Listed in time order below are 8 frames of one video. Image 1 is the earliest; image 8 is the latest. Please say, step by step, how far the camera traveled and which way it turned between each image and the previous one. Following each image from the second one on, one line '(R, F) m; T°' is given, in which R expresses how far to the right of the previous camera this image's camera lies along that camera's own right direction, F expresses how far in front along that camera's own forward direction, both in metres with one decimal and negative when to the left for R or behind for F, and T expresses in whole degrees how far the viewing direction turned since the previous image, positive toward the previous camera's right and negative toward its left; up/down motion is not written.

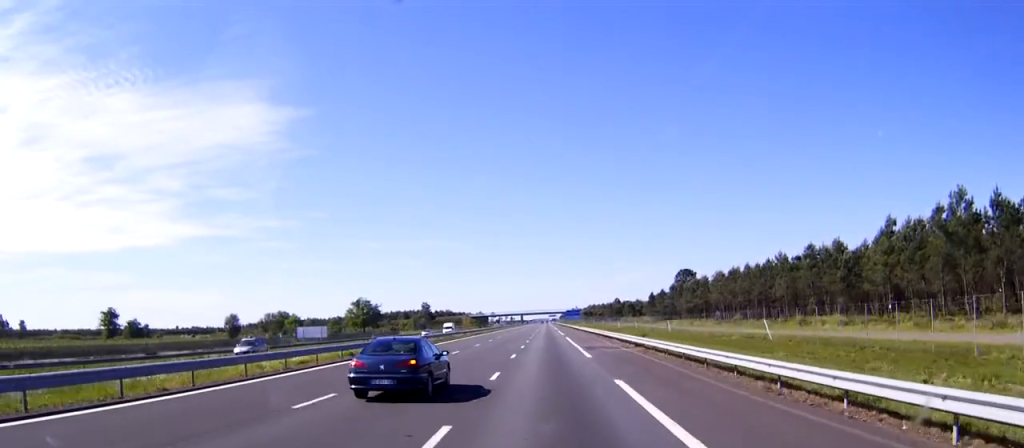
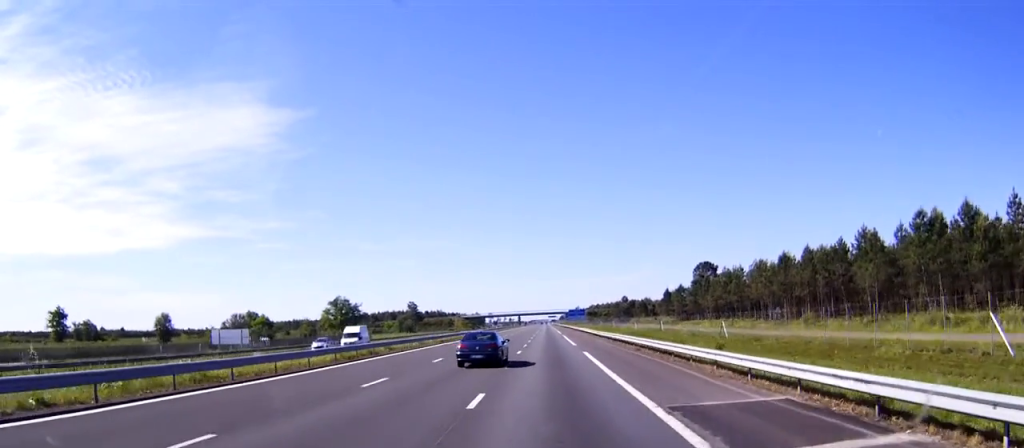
(0.0, +33.2) m; 0°
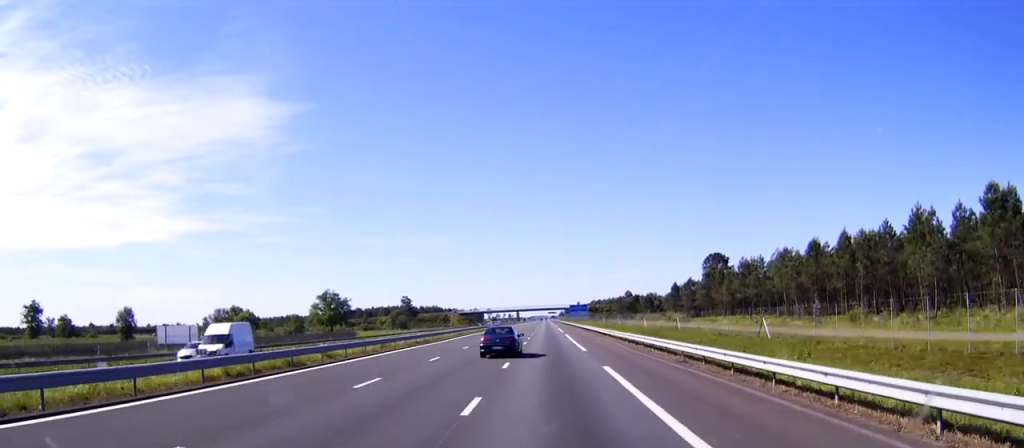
(0.0, +14.2) m; 0°
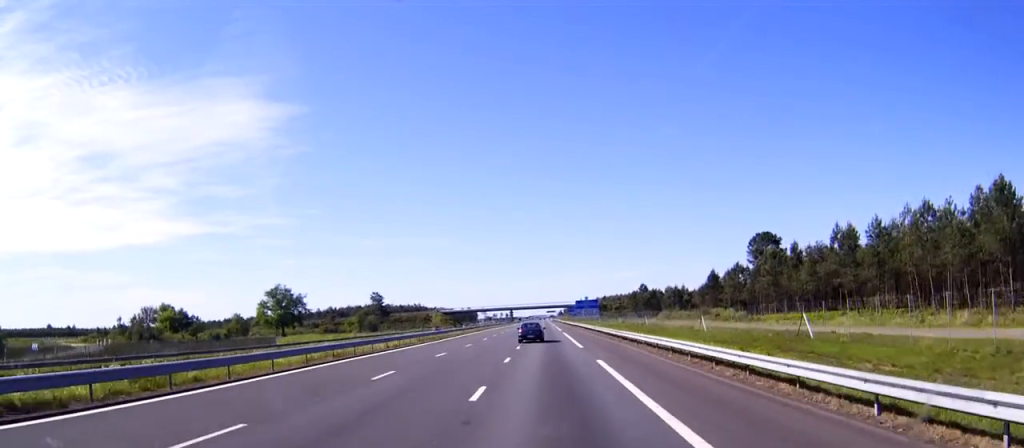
(+0.1, +50.0) m; 0°
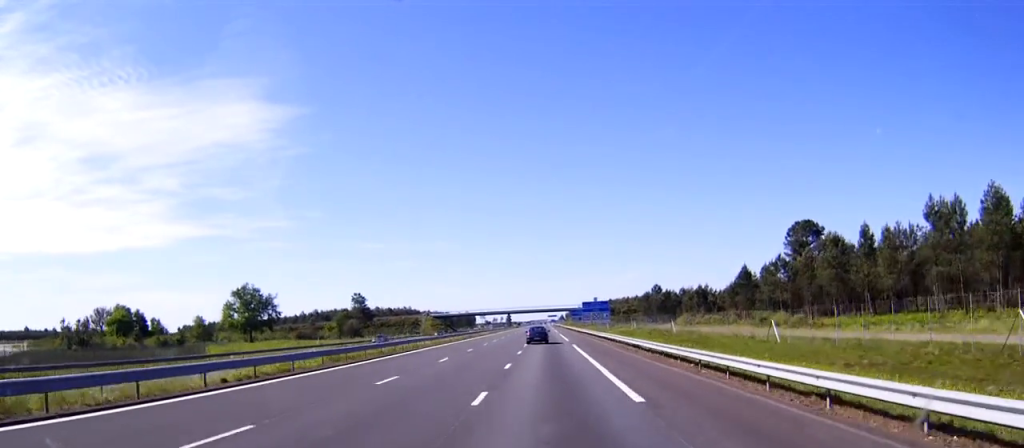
(0.0, +25.9) m; 0°
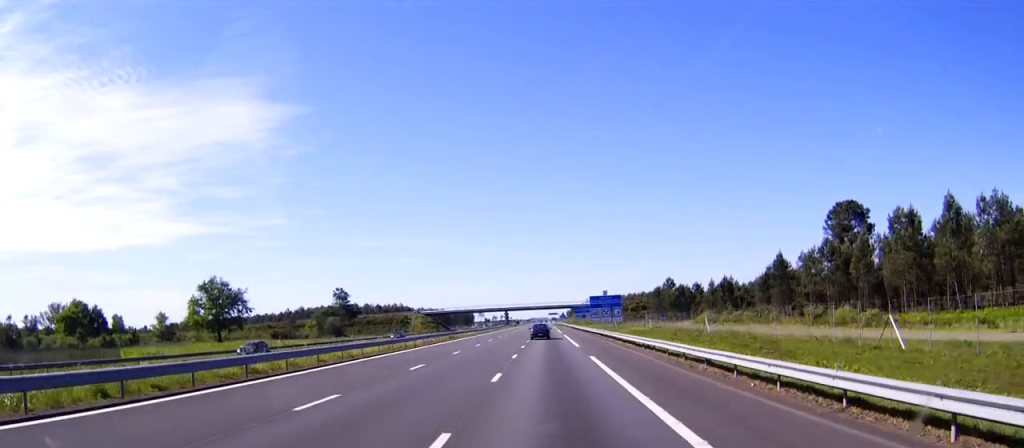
(0.0, +20.9) m; 0°
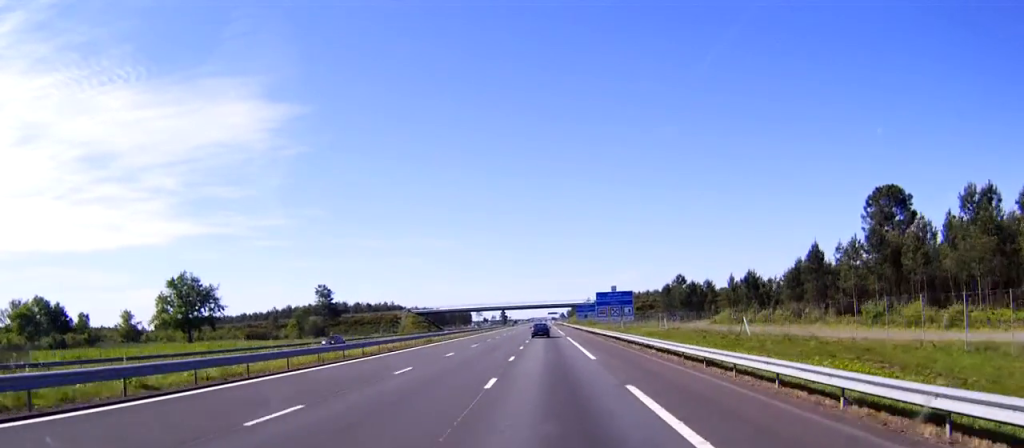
(0.0, +16.0) m; 0°
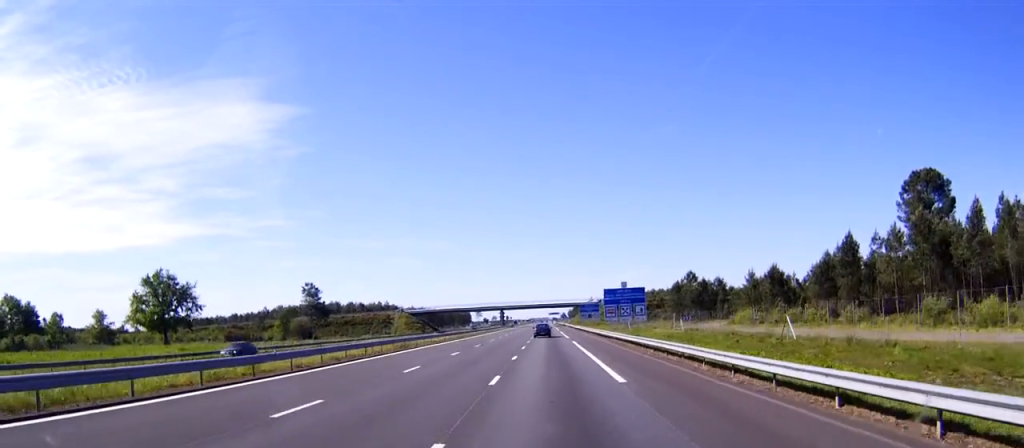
(0.0, +11.8) m; 0°
